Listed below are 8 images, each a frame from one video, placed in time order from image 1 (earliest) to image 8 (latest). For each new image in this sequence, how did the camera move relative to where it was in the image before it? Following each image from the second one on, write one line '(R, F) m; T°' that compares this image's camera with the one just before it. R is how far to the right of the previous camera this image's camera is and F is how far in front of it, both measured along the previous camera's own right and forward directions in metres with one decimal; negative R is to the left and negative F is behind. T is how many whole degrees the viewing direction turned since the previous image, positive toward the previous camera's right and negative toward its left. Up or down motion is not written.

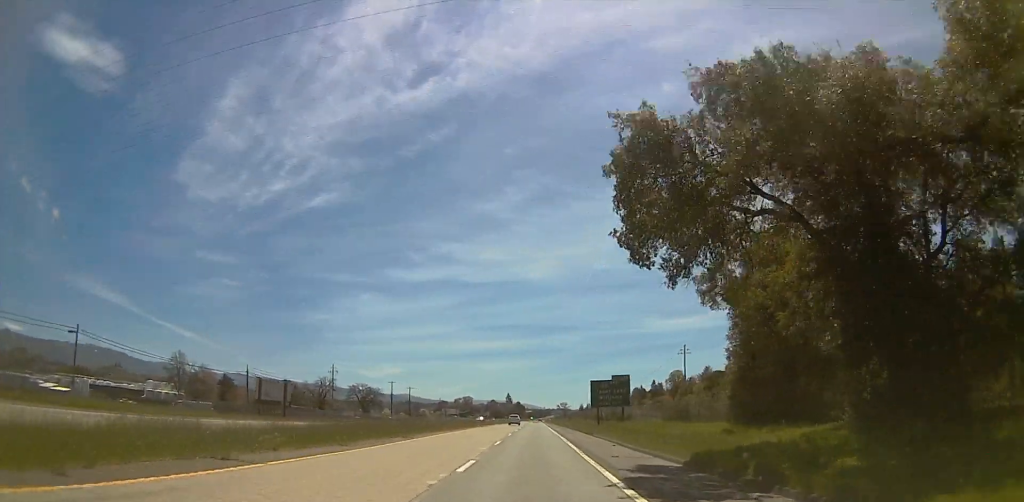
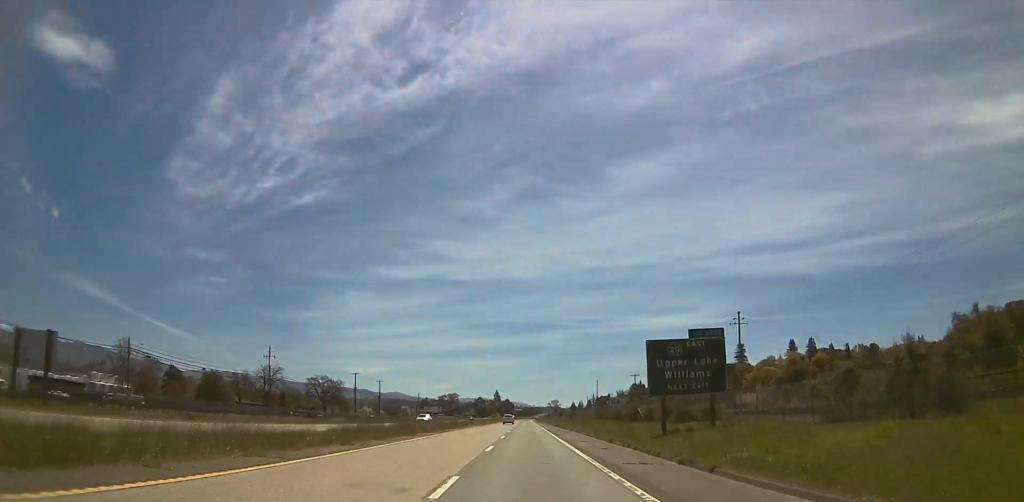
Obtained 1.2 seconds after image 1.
(+0.4, +31.5) m; +2°
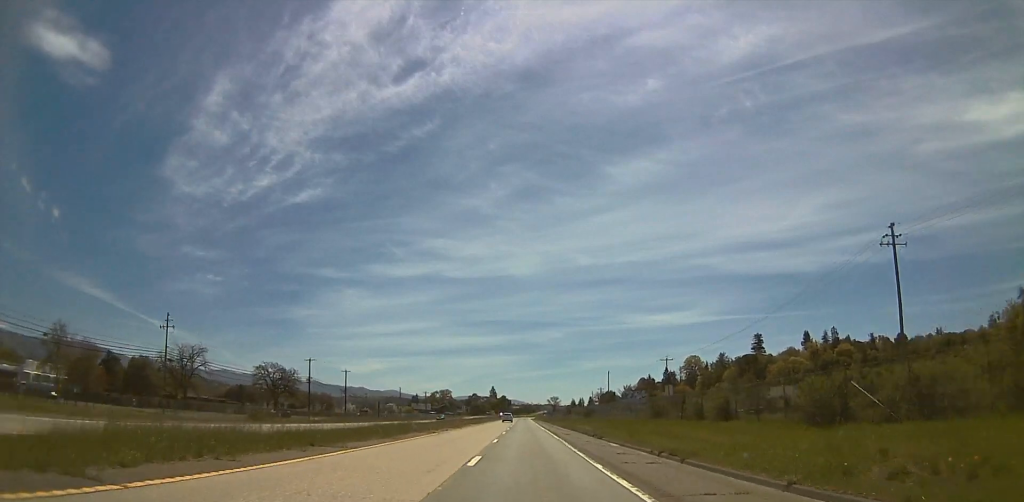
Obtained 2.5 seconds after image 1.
(+0.4, +36.9) m; +1°
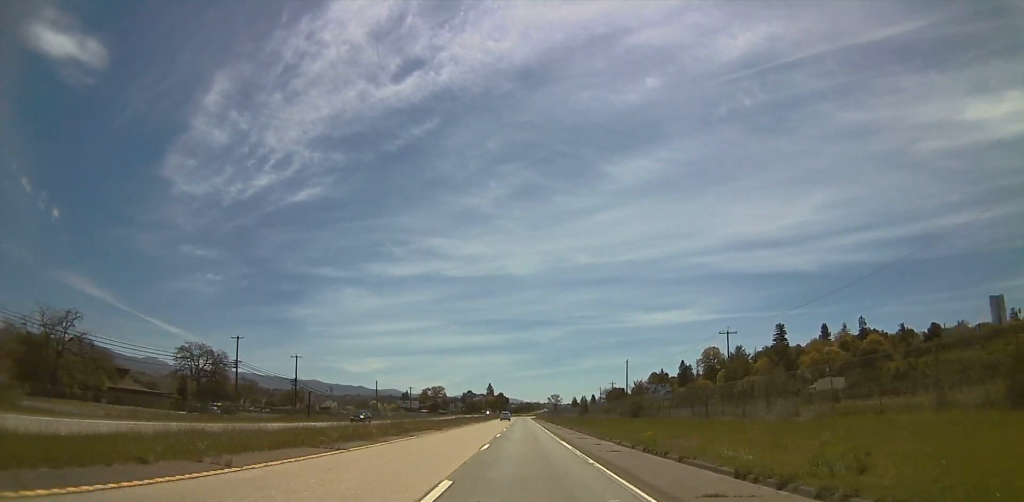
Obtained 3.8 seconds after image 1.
(+0.4, +40.0) m; +1°
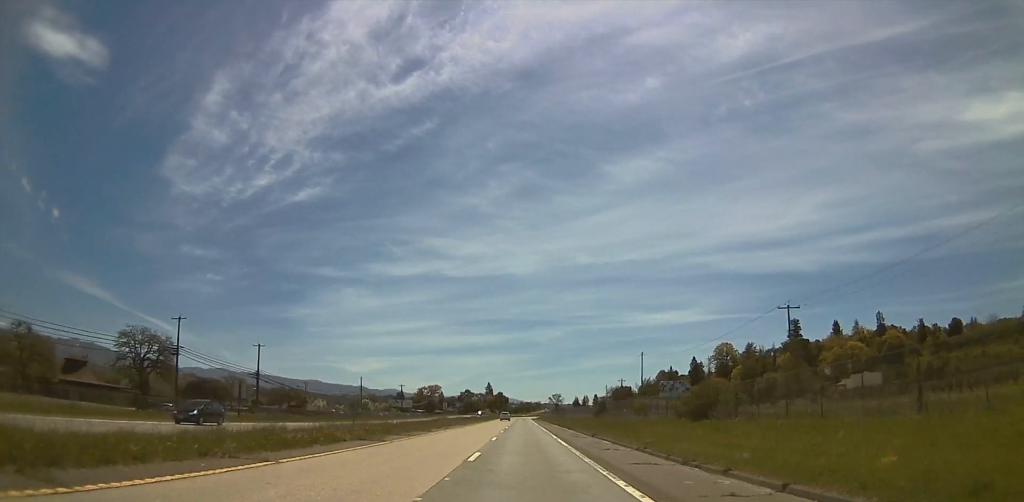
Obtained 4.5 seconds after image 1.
(0.0, +23.0) m; 0°
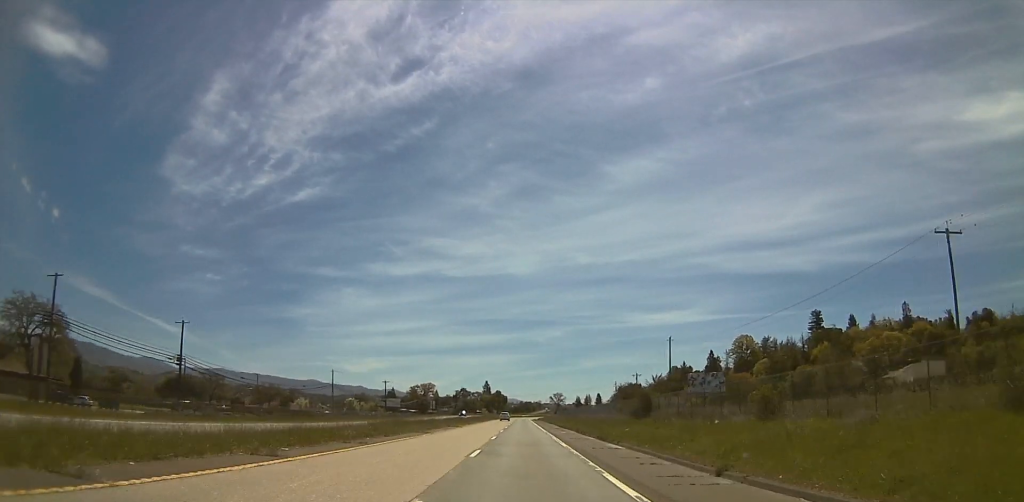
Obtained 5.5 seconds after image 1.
(-0.2, +30.8) m; -1°
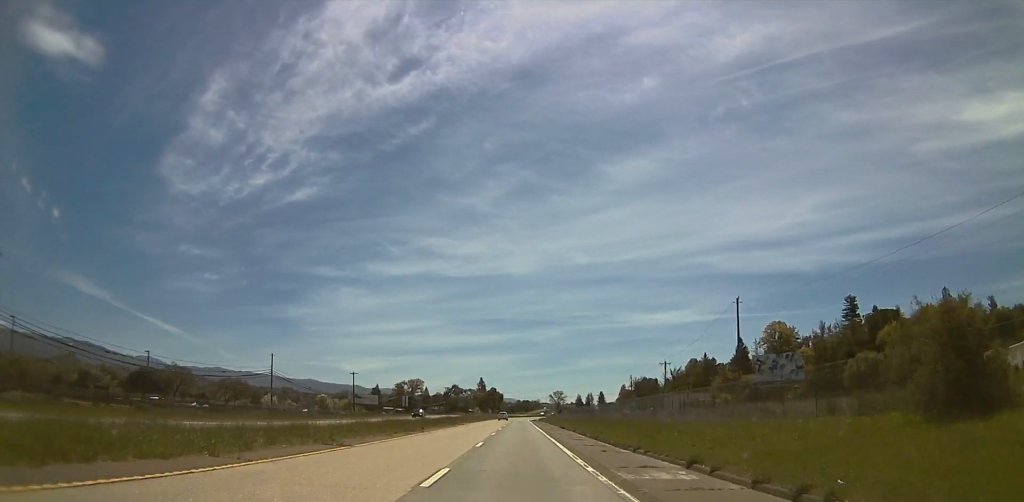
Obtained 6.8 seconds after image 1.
(-0.1, +40.9) m; -1°
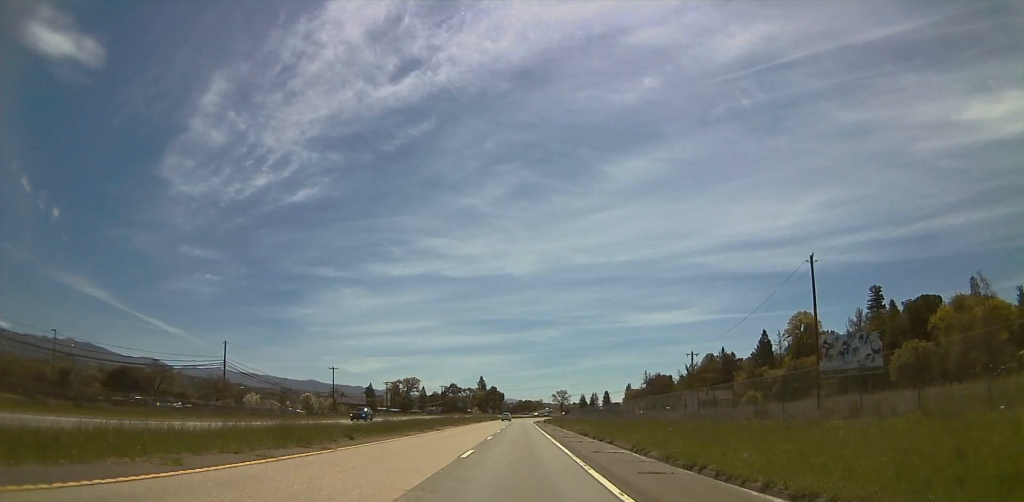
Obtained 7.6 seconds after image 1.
(0.0, +21.8) m; 0°
